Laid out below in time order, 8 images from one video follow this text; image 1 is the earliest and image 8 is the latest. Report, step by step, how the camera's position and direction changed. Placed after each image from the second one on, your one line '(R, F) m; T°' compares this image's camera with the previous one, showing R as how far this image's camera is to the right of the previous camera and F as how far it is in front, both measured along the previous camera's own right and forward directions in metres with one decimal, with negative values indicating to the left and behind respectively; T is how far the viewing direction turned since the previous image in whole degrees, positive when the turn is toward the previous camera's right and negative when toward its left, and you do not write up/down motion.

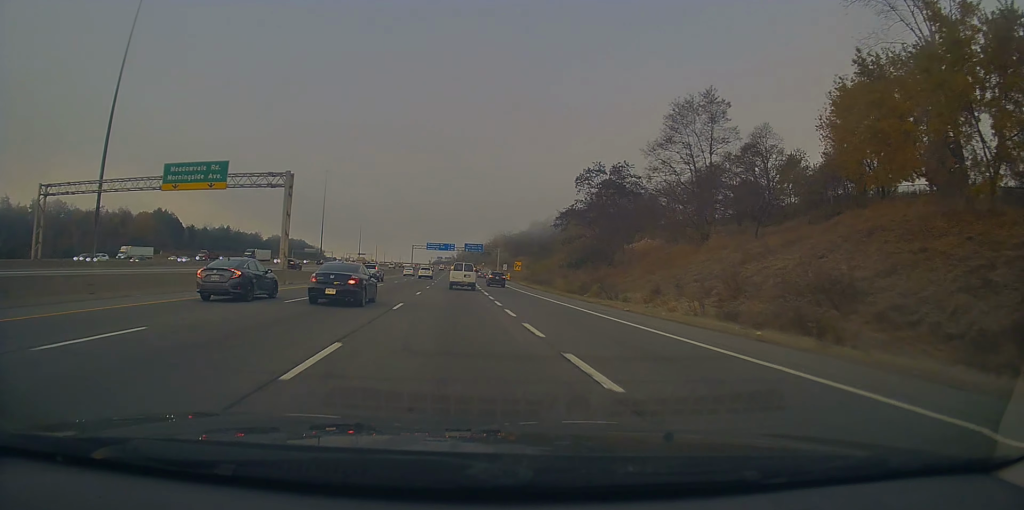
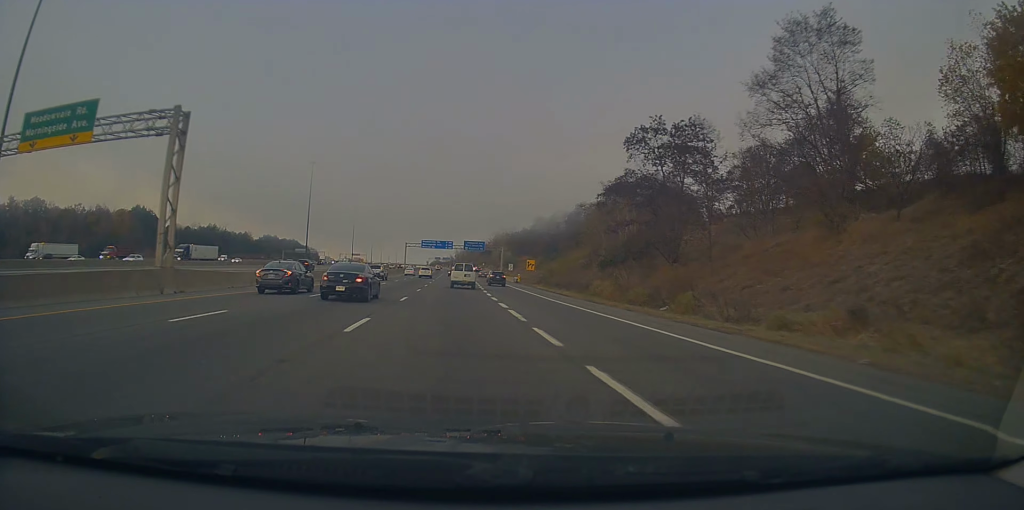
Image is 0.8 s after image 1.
(-0.2, +19.2) m; +1°
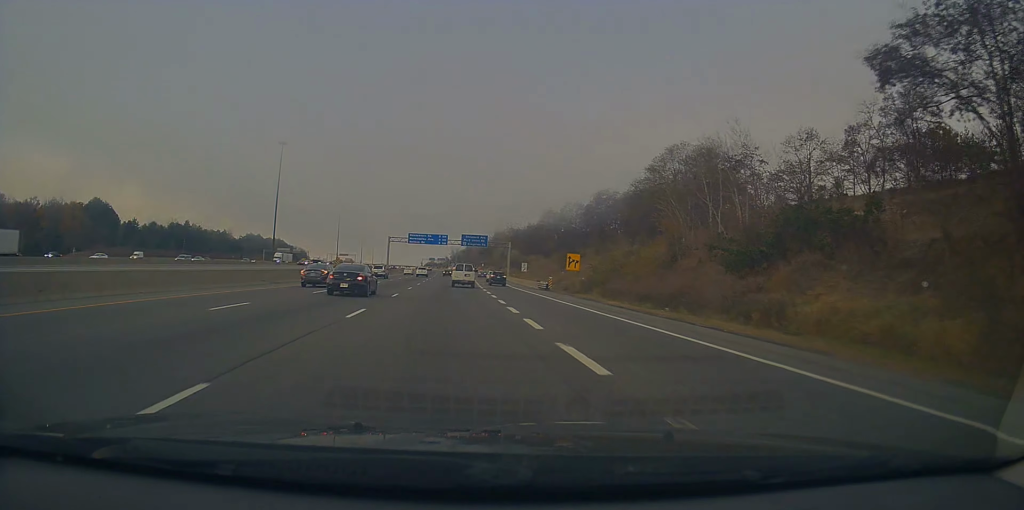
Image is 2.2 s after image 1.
(+0.7, +32.5) m; +1°
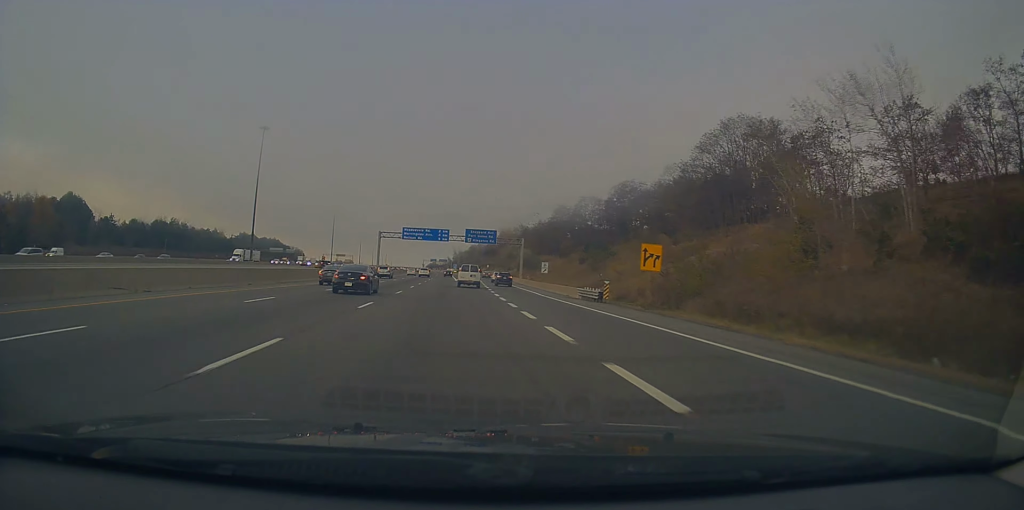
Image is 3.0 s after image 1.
(-0.1, +20.2) m; -1°
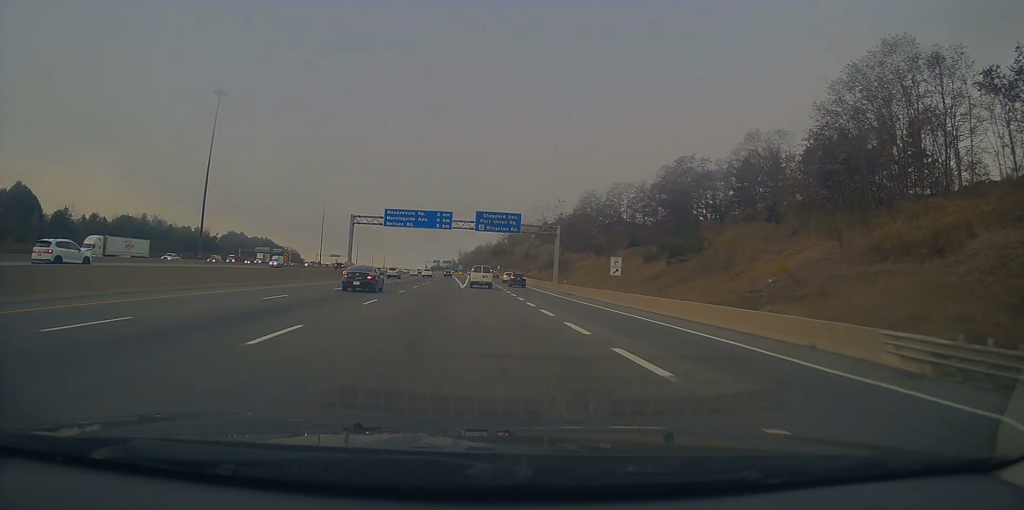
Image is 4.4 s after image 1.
(-0.2, +34.3) m; 0°
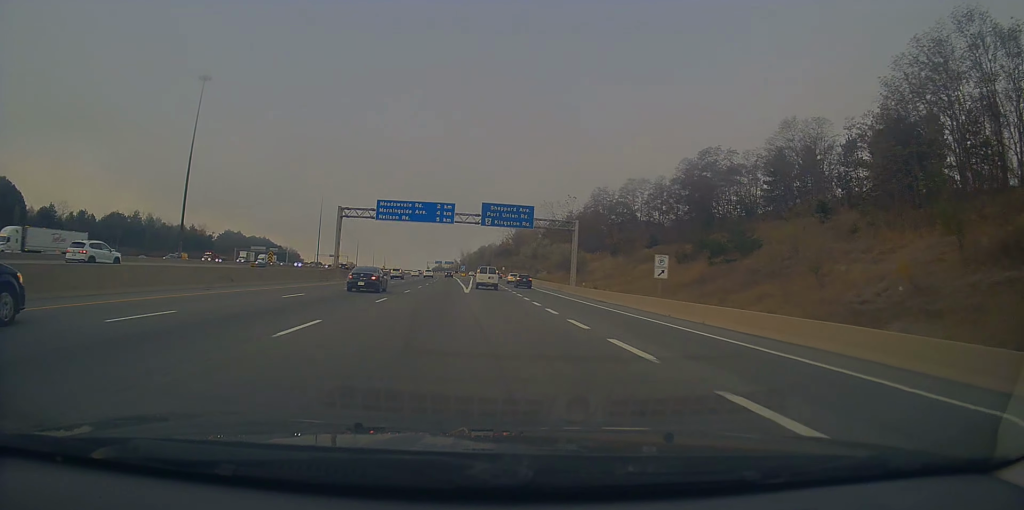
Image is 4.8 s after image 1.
(0.0, +10.1) m; 0°
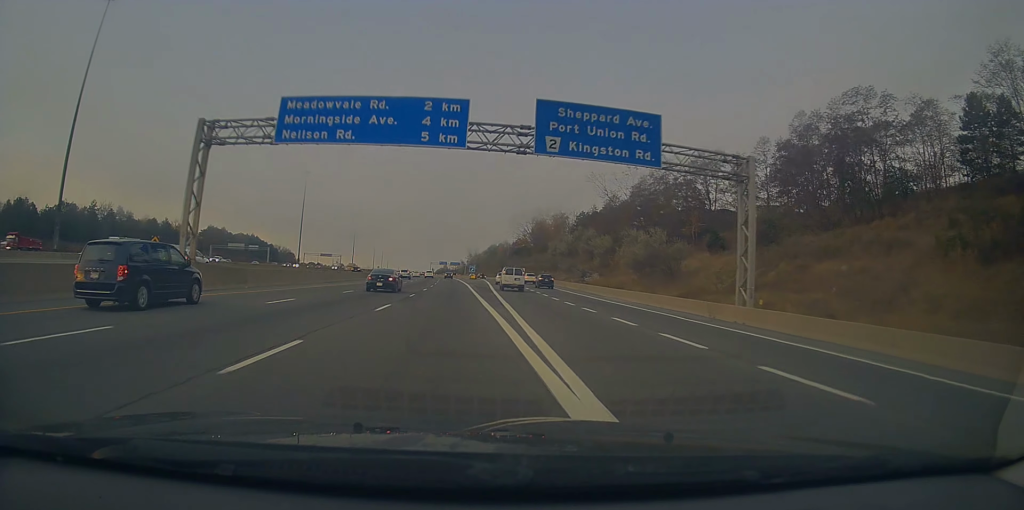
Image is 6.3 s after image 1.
(-0.2, +38.9) m; -1°
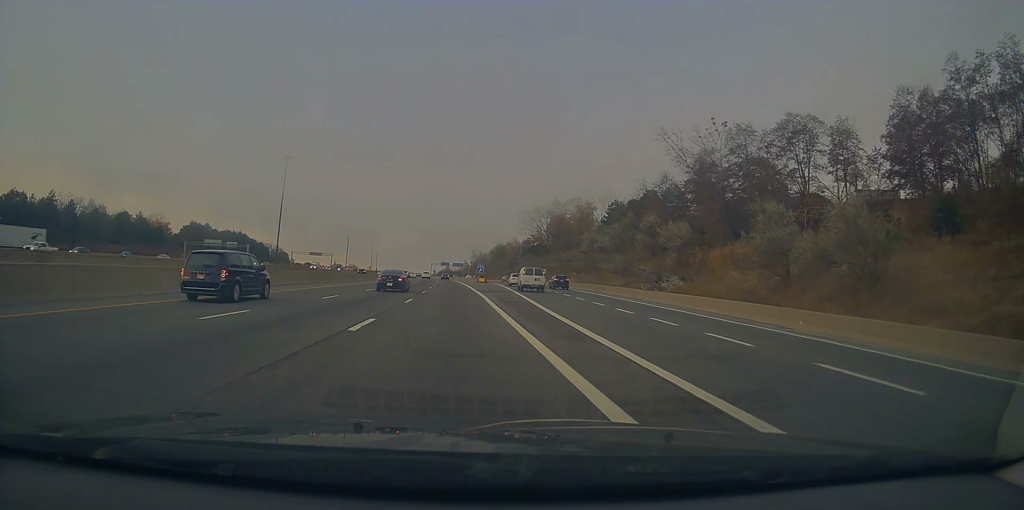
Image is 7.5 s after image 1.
(-0.1, +30.1) m; 0°
